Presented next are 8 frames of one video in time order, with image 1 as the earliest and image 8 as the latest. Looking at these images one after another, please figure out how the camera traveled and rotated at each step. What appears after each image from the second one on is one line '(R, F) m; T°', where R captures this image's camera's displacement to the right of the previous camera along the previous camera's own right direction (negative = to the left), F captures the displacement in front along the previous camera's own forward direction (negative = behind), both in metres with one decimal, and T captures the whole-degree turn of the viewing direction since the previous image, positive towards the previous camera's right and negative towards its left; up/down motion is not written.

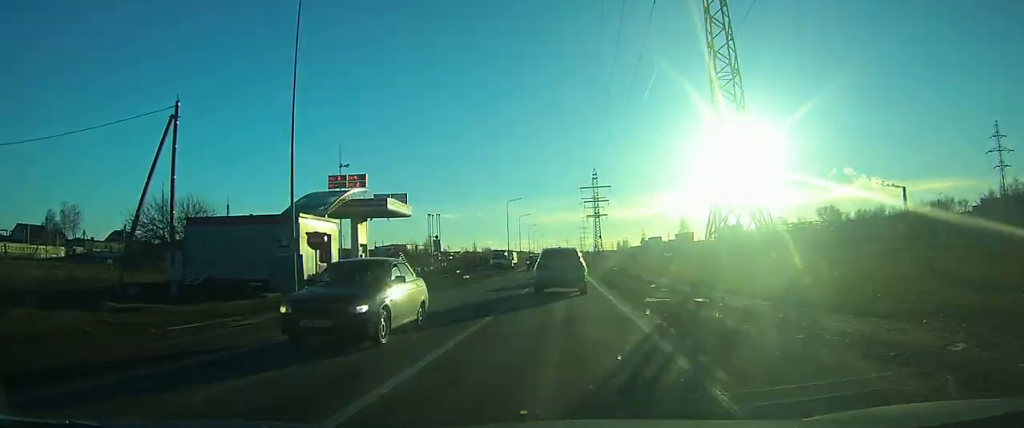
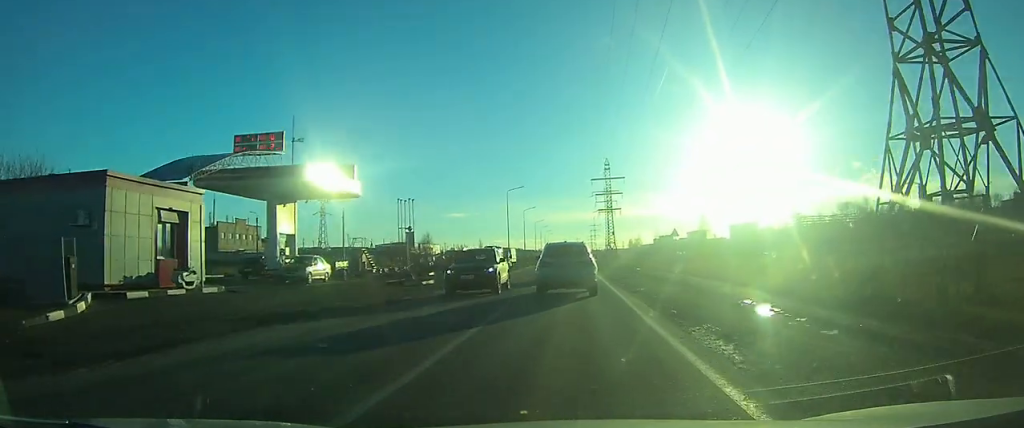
(0.0, +13.6) m; 0°
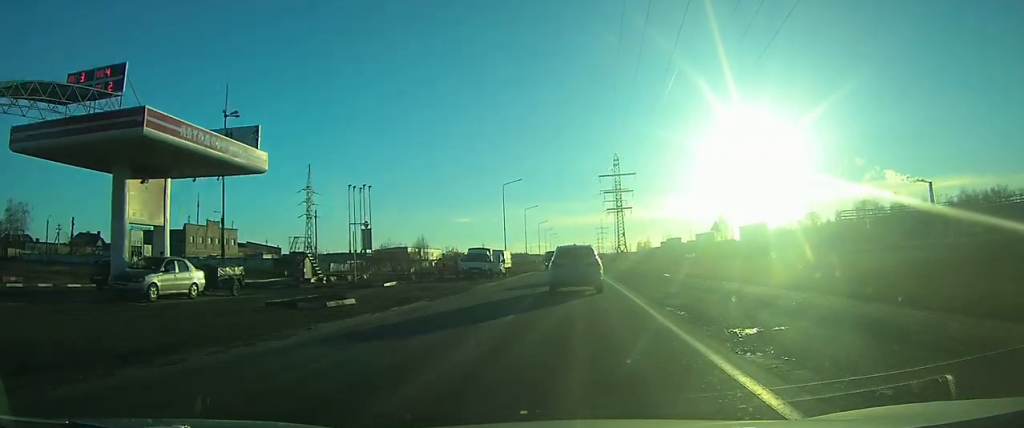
(+0.1, +12.3) m; 0°
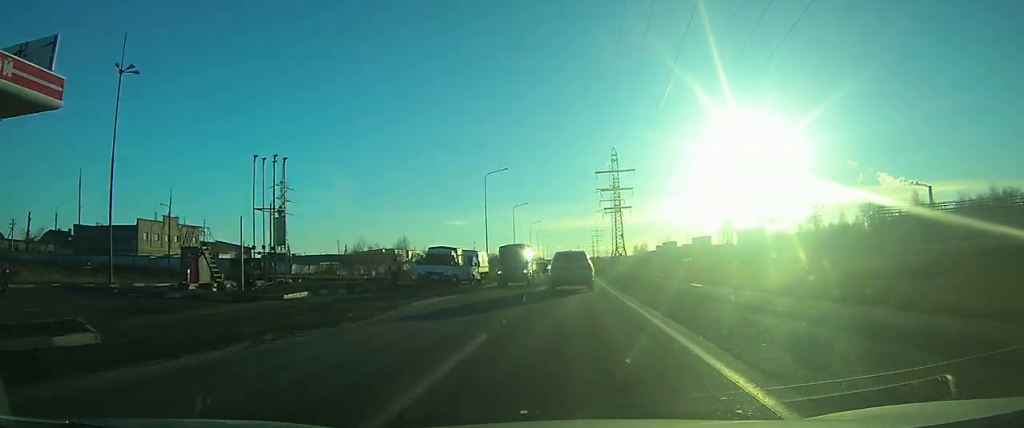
(0.0, +13.2) m; 0°
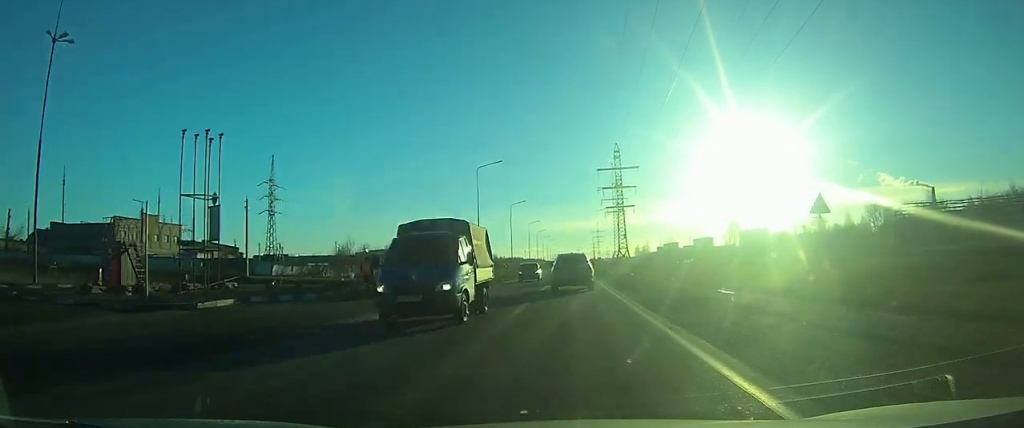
(0.0, +6.9) m; 0°
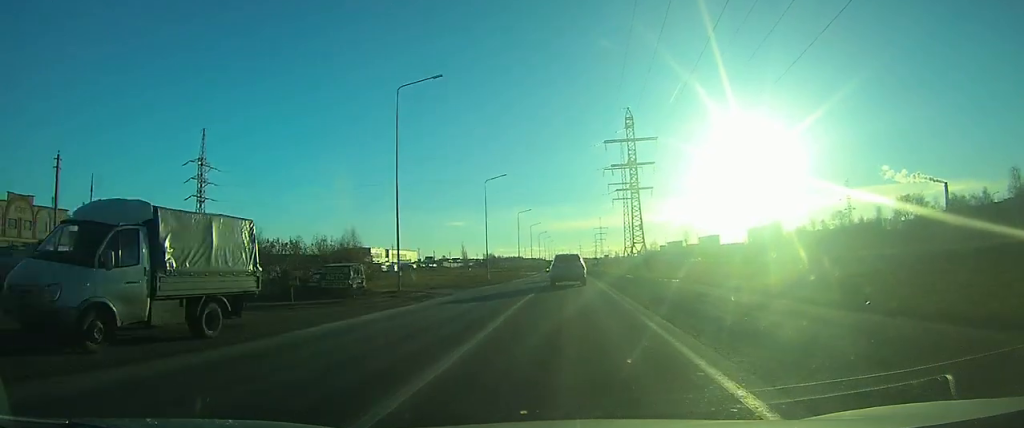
(0.0, +27.7) m; 0°
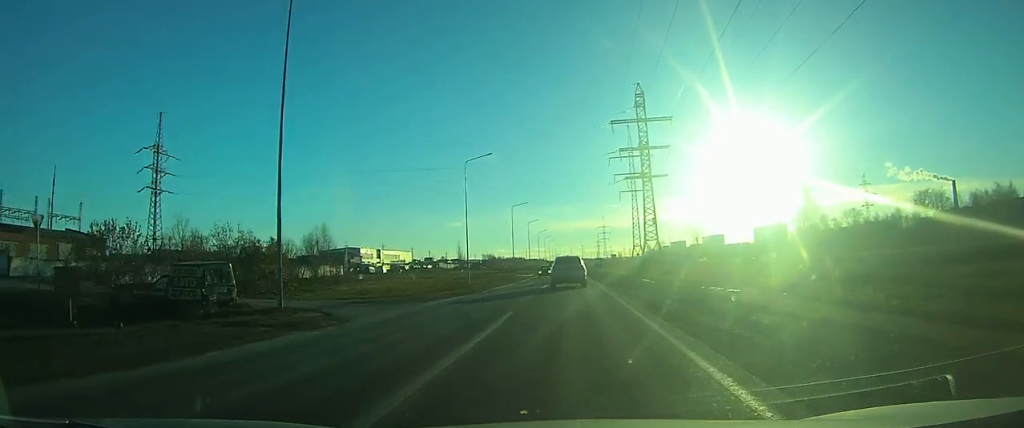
(0.0, +12.8) m; 0°
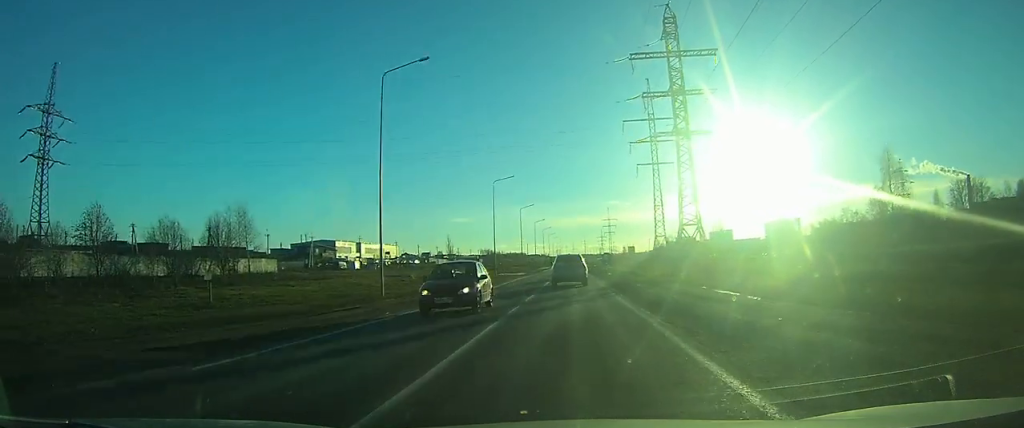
(-0.2, +23.7) m; -1°
